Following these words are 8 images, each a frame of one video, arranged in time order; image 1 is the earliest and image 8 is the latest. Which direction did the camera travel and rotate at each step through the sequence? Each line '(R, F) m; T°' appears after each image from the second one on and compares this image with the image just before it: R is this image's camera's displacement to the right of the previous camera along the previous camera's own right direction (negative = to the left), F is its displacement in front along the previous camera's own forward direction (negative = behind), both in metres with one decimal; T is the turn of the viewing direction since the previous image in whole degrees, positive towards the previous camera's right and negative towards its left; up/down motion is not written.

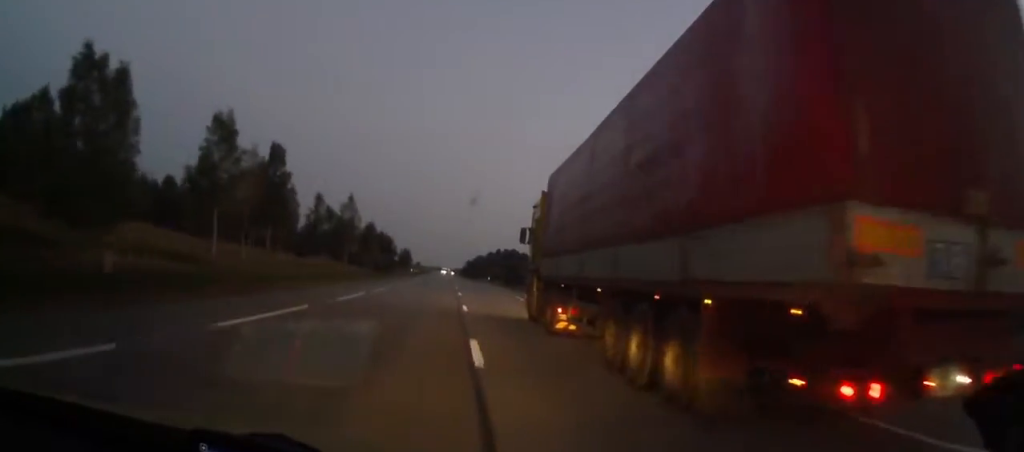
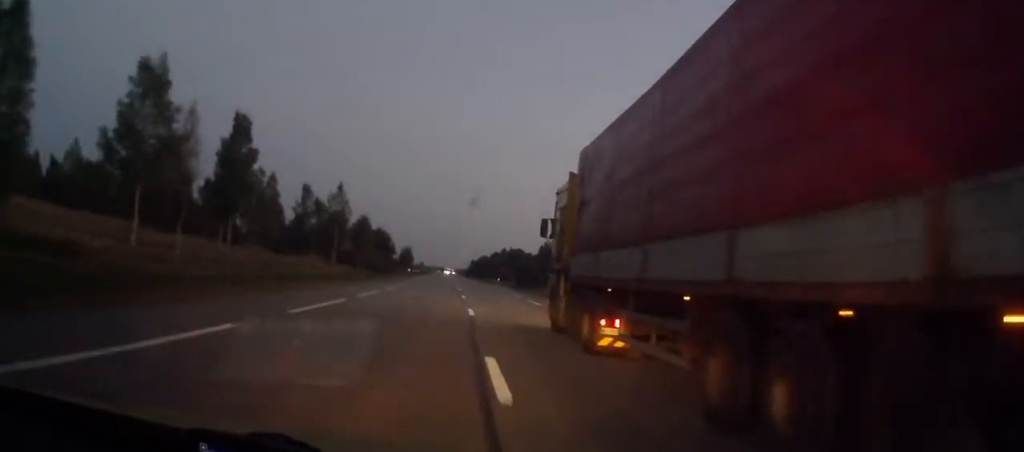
(0.0, +13.8) m; 0°
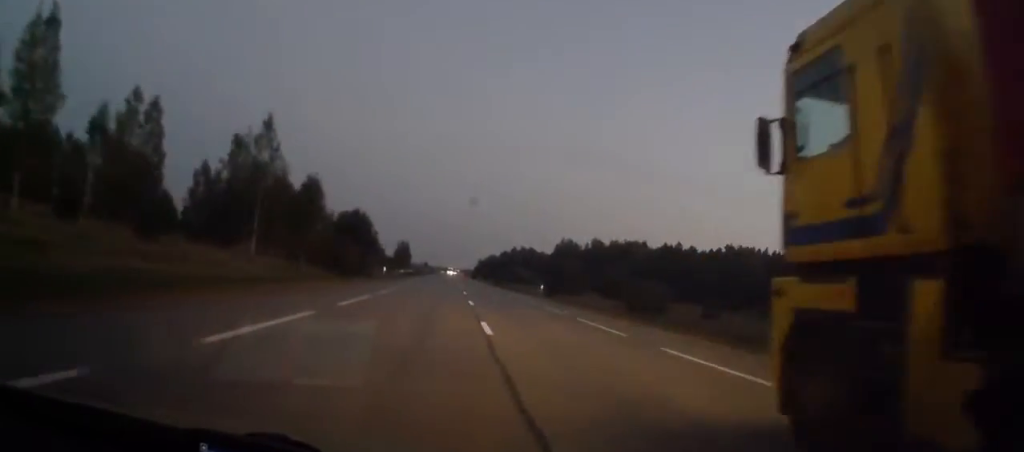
(-0.5, +39.5) m; -1°
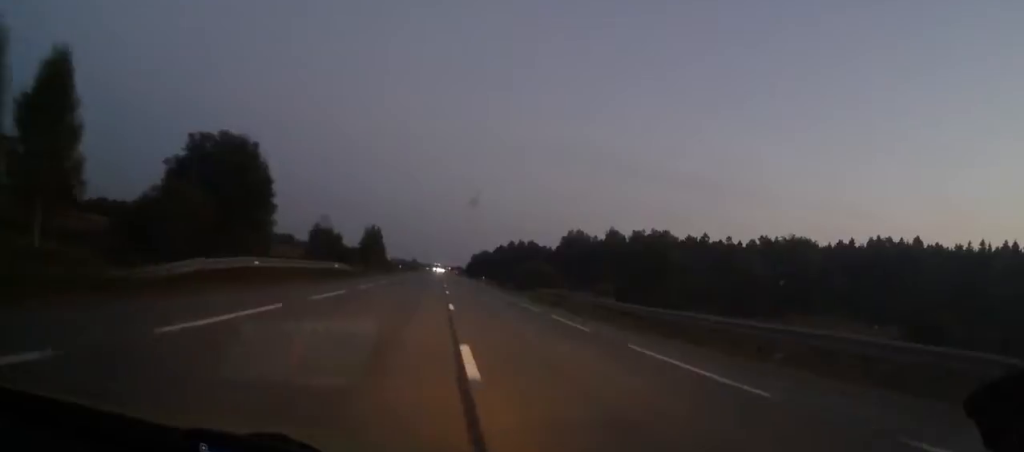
(-0.2, +53.1) m; 0°
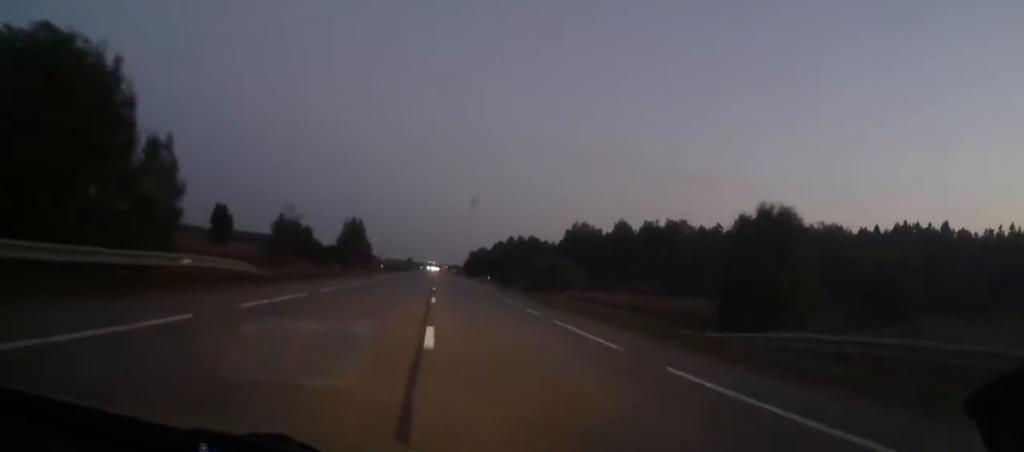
(0.0, +21.9) m; 0°
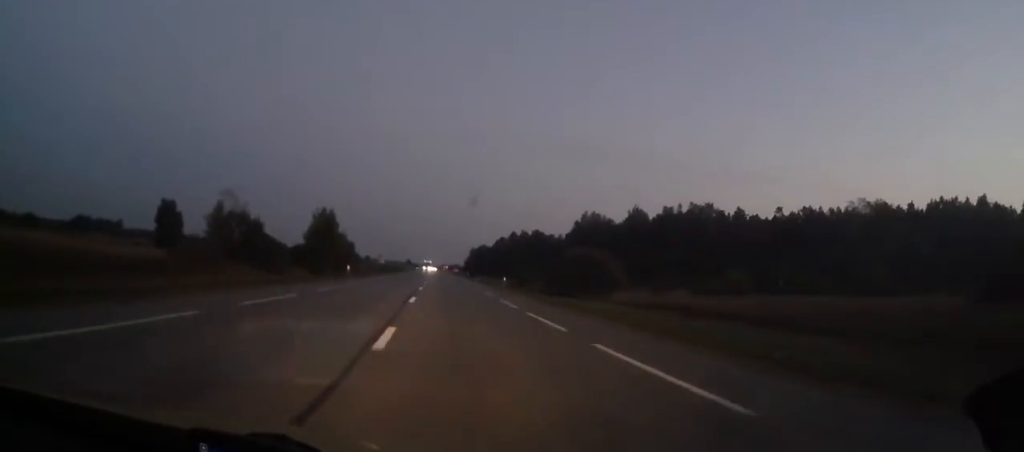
(+0.1, +24.9) m; 0°
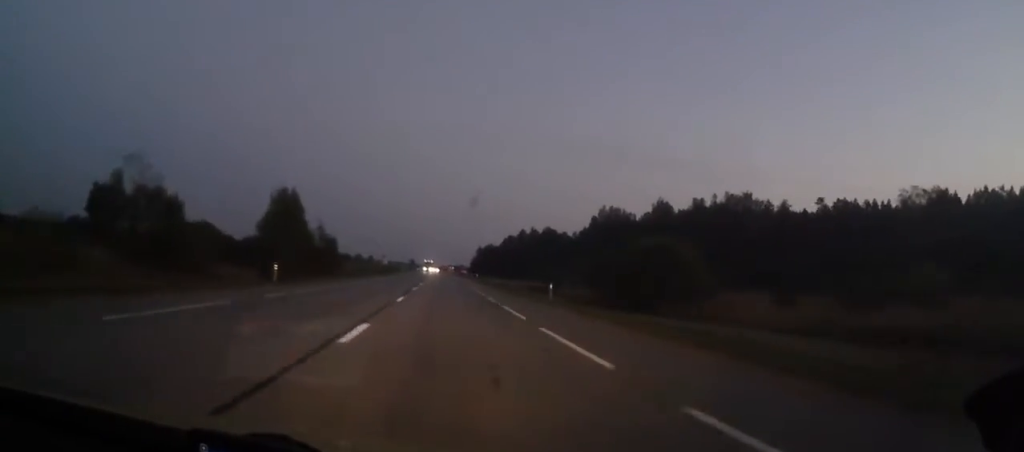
(0.0, +23.9) m; 0°
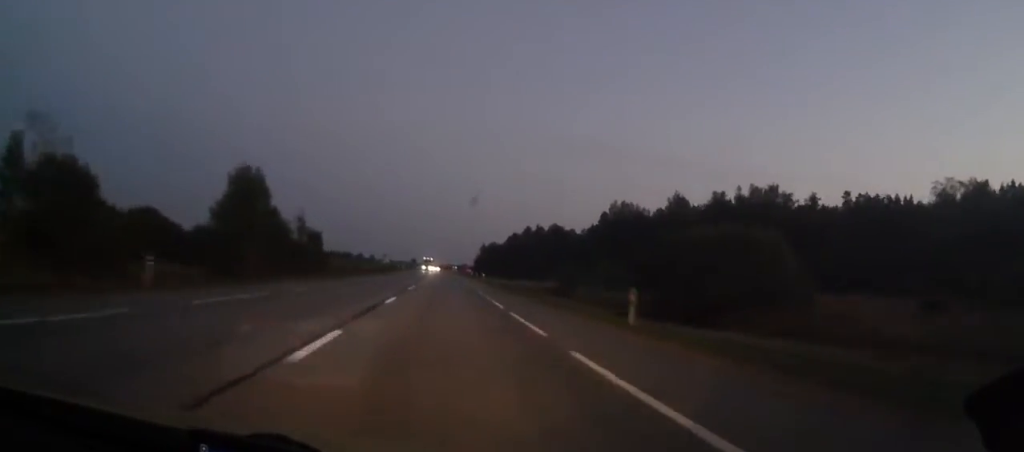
(+0.1, +13.9) m; 0°
